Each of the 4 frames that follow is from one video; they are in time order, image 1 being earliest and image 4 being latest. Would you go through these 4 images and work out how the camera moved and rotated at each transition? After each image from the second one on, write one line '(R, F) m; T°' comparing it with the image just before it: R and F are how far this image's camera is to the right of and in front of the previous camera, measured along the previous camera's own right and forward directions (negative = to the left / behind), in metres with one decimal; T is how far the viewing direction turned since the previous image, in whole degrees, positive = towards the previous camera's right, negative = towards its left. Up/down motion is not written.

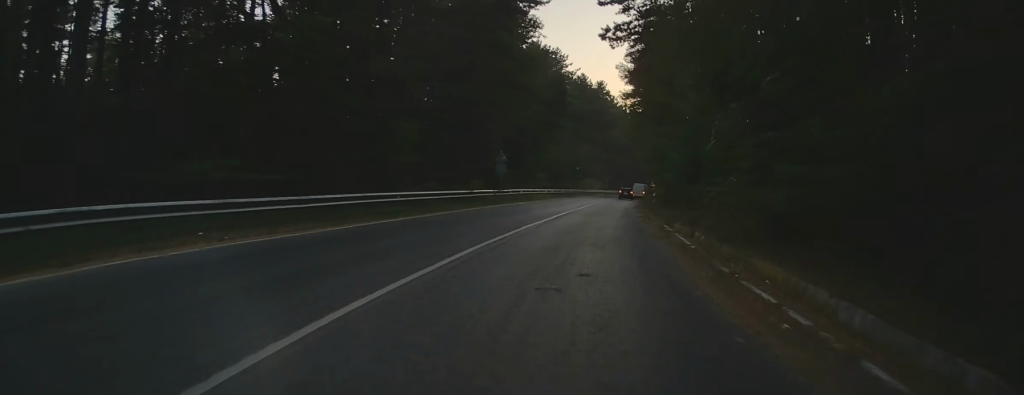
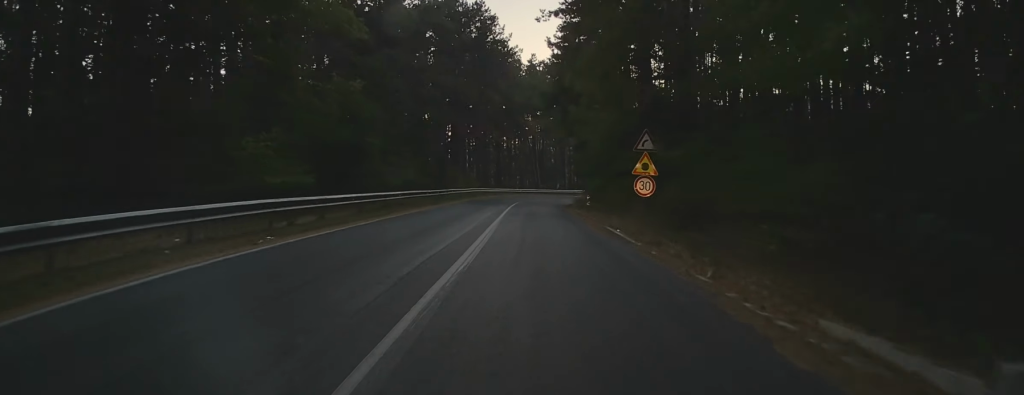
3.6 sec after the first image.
(-0.5, +48.5) m; +6°
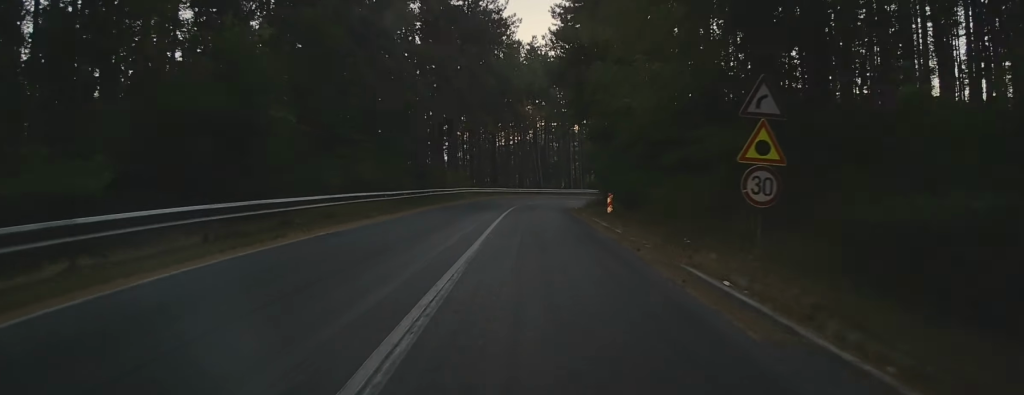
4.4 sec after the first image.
(+0.8, +11.0) m; +3°
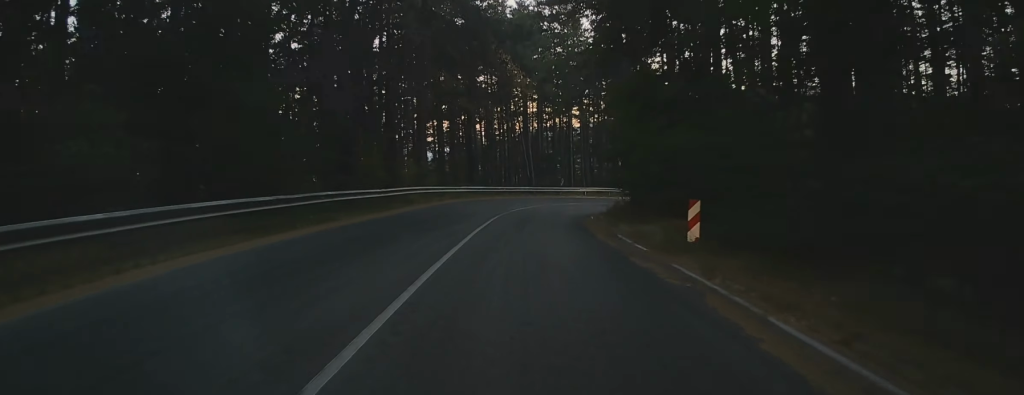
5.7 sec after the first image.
(0.0, +18.2) m; +2°
